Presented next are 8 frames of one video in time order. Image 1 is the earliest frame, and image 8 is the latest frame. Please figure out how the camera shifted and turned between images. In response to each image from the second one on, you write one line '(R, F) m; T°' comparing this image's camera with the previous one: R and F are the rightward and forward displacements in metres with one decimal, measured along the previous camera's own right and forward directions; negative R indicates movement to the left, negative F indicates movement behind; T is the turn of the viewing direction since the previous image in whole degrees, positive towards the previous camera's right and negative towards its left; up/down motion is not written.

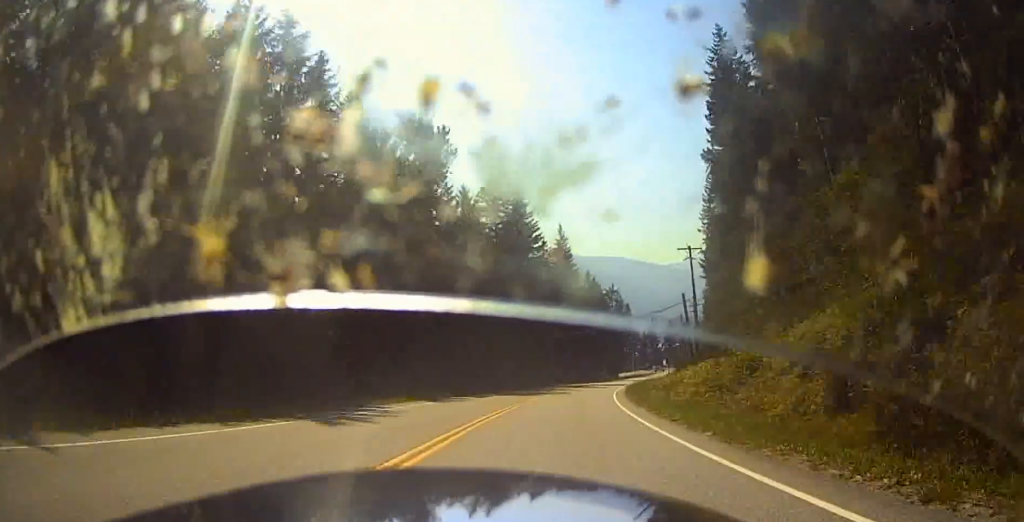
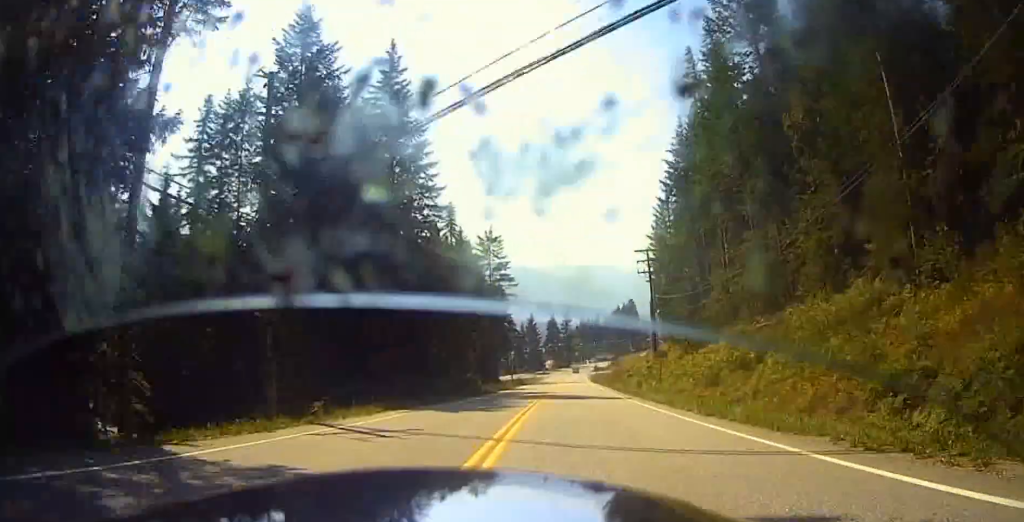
(+2.8, +65.2) m; +10°
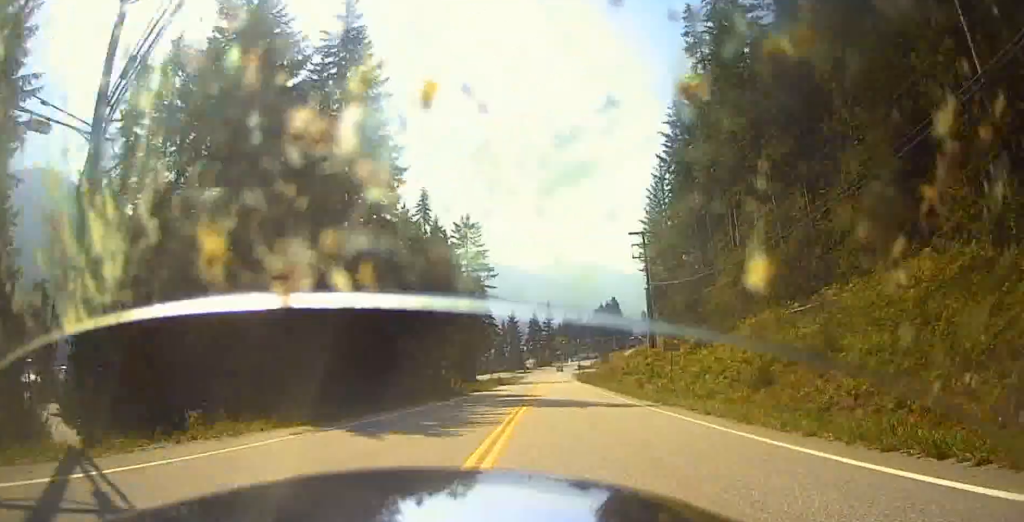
(-0.2, +8.8) m; +2°
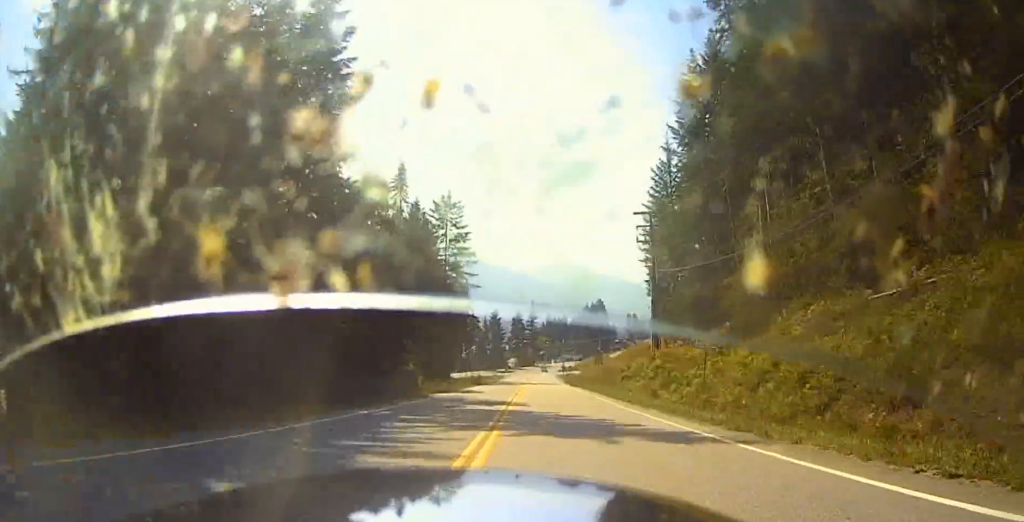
(0.0, +10.0) m; +1°
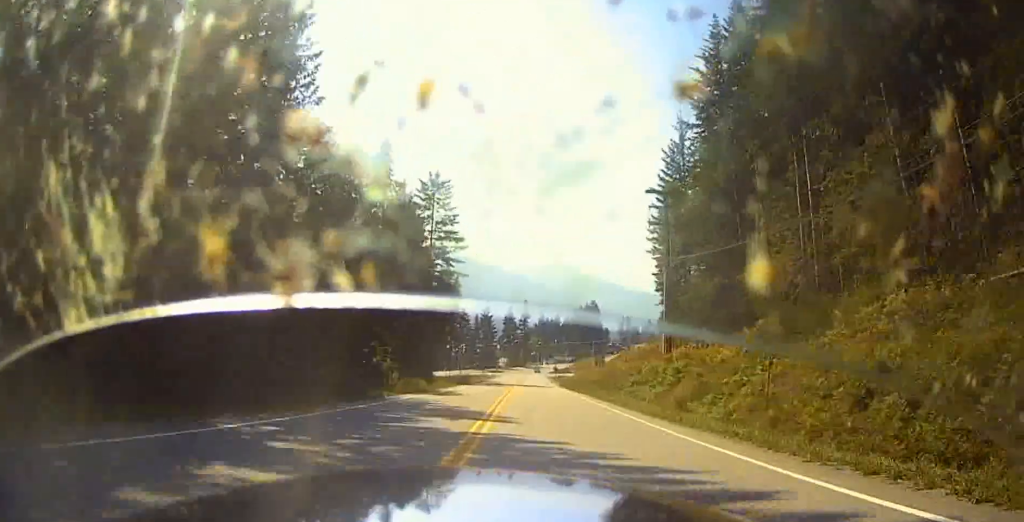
(+0.7, +8.1) m; 0°
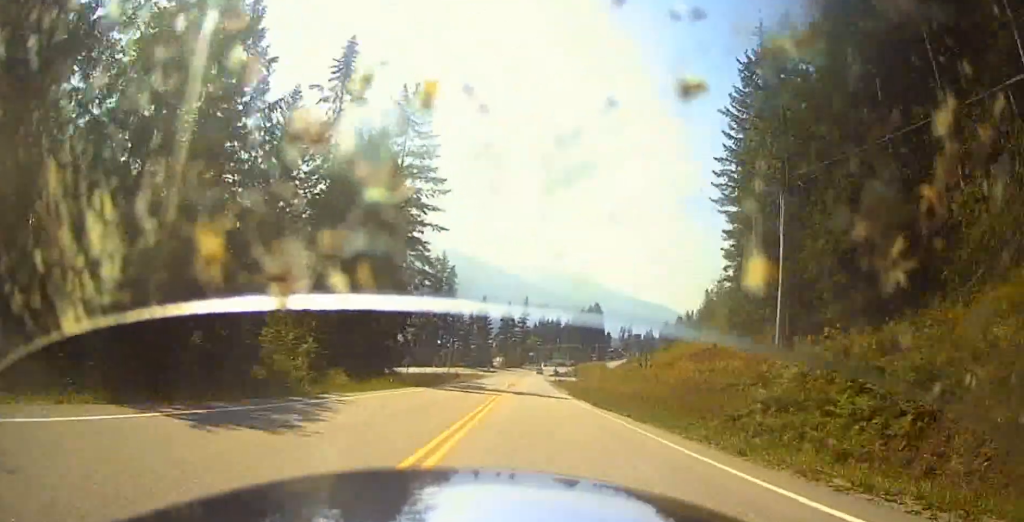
(-0.7, +22.9) m; -4°
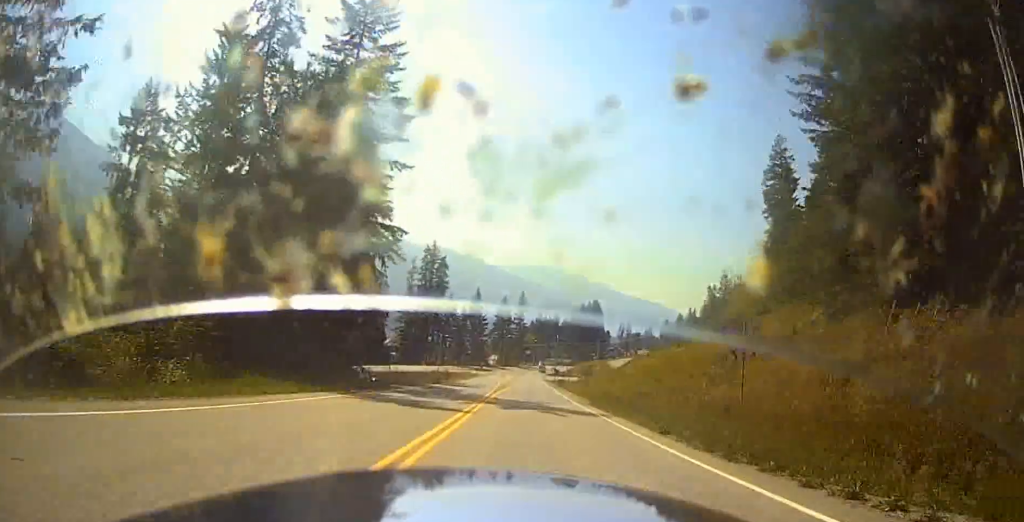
(-0.3, +16.1) m; 0°
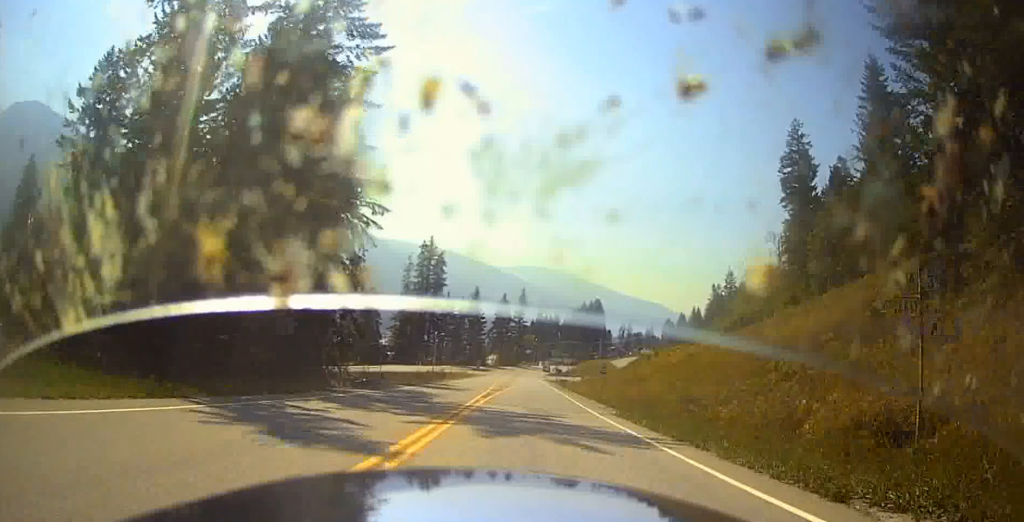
(0.0, +9.4) m; 0°
